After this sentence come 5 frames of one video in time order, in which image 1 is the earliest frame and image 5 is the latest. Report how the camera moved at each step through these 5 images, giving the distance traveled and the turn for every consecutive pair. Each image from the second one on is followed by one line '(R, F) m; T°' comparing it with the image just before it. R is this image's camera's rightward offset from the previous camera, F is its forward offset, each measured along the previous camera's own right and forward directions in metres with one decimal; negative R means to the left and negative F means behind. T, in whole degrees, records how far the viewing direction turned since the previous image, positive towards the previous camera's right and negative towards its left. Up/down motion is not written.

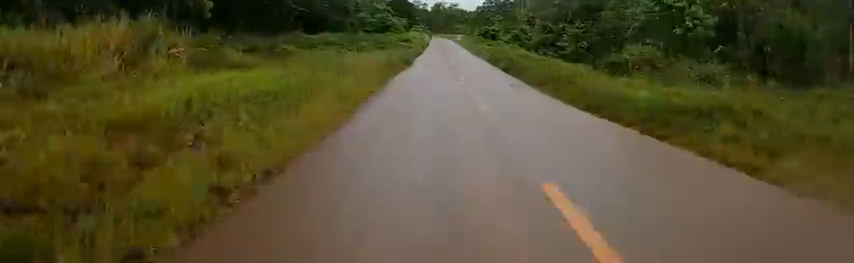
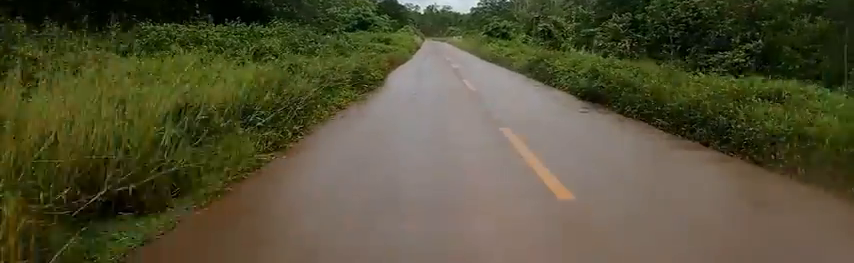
(-0.1, +13.3) m; -2°
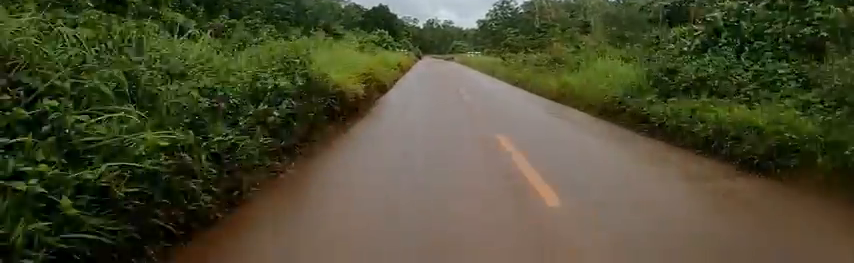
(-1.4, +39.1) m; 0°
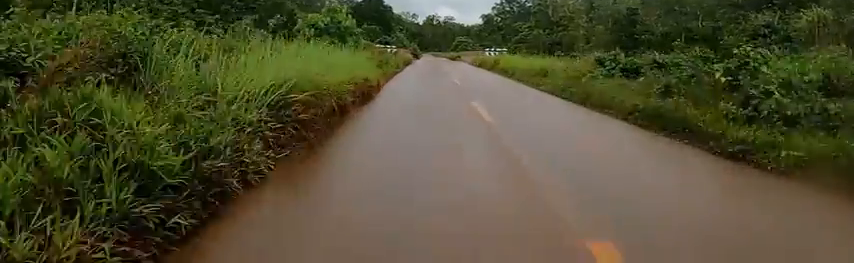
(+0.5, +19.3) m; +1°
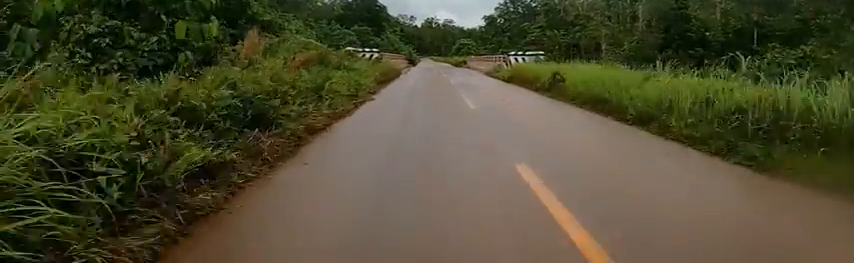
(0.0, +13.3) m; 0°
